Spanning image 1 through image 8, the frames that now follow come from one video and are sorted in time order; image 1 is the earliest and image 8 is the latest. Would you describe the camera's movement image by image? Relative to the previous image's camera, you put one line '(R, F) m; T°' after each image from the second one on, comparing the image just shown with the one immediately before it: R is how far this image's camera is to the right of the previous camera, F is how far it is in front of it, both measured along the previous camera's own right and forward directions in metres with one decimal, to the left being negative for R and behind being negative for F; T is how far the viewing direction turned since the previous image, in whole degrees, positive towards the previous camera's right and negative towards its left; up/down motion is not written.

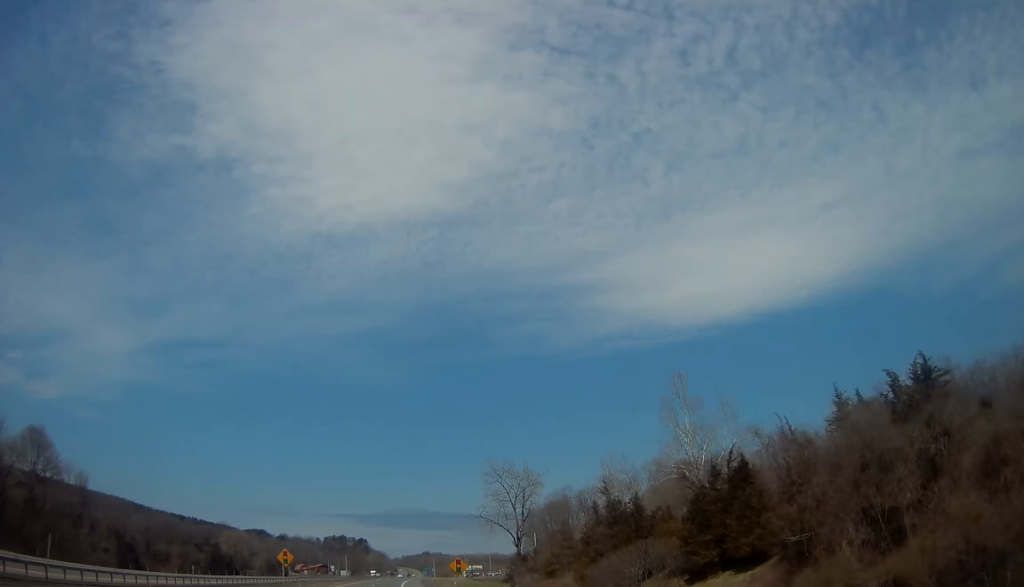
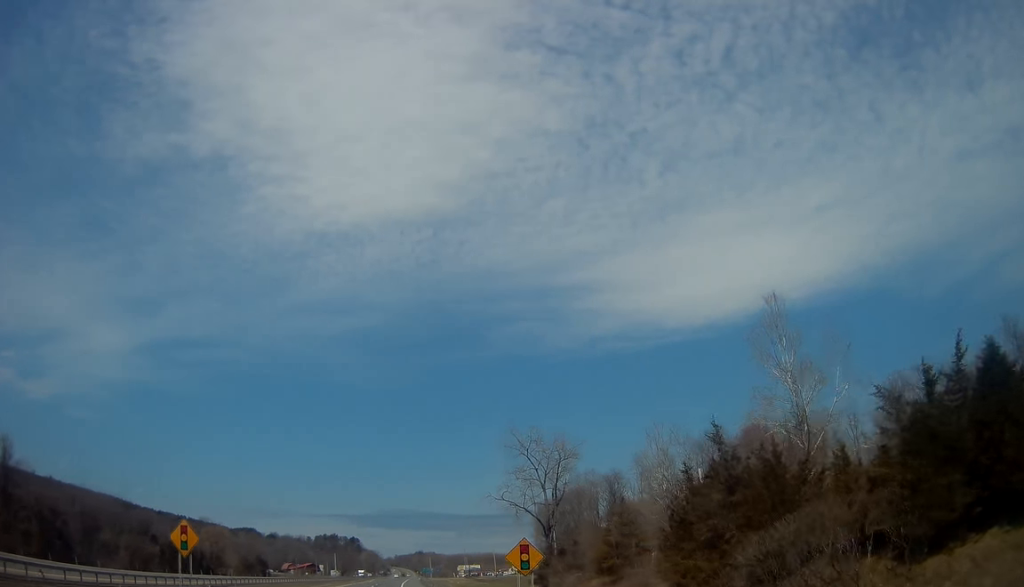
(+0.1, +26.5) m; +1°
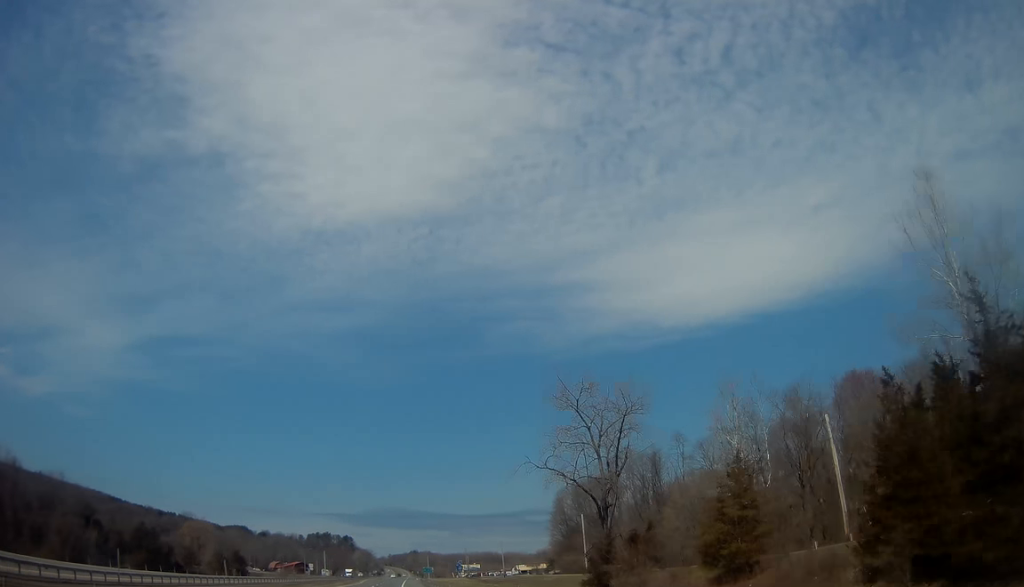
(+0.3, +25.6) m; 0°
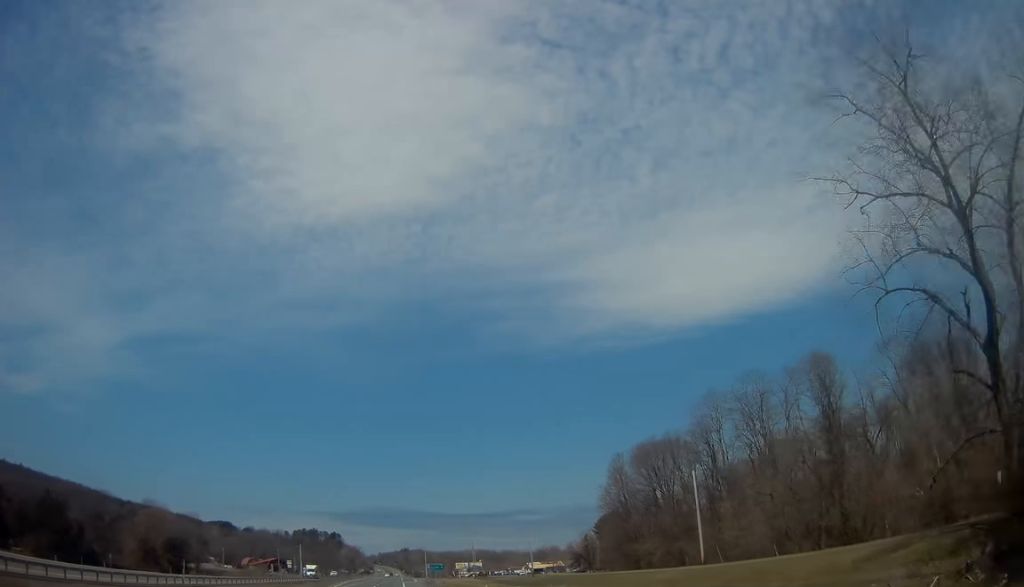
(0.0, +49.8) m; +1°
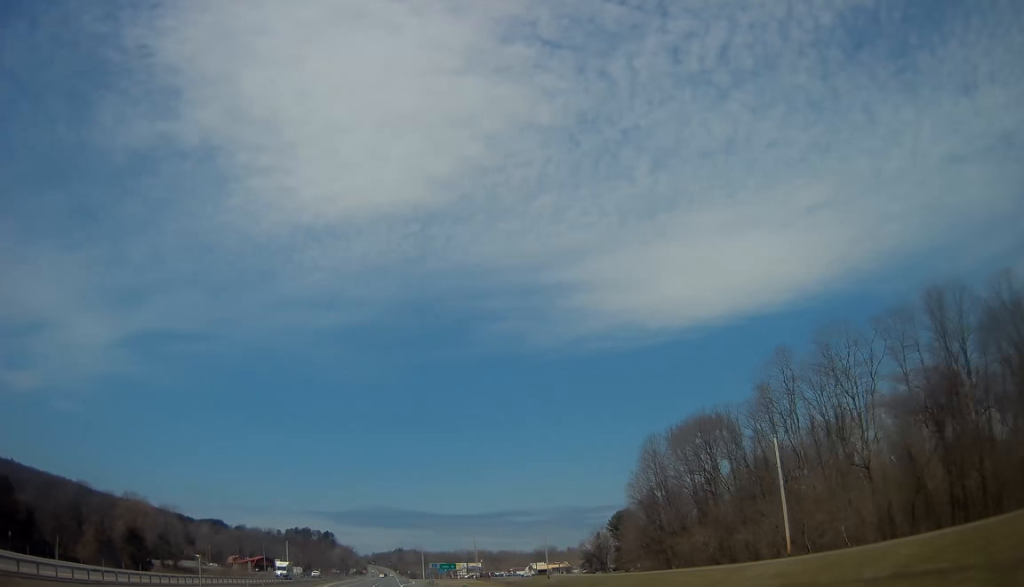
(+0.1, +18.9) m; +1°
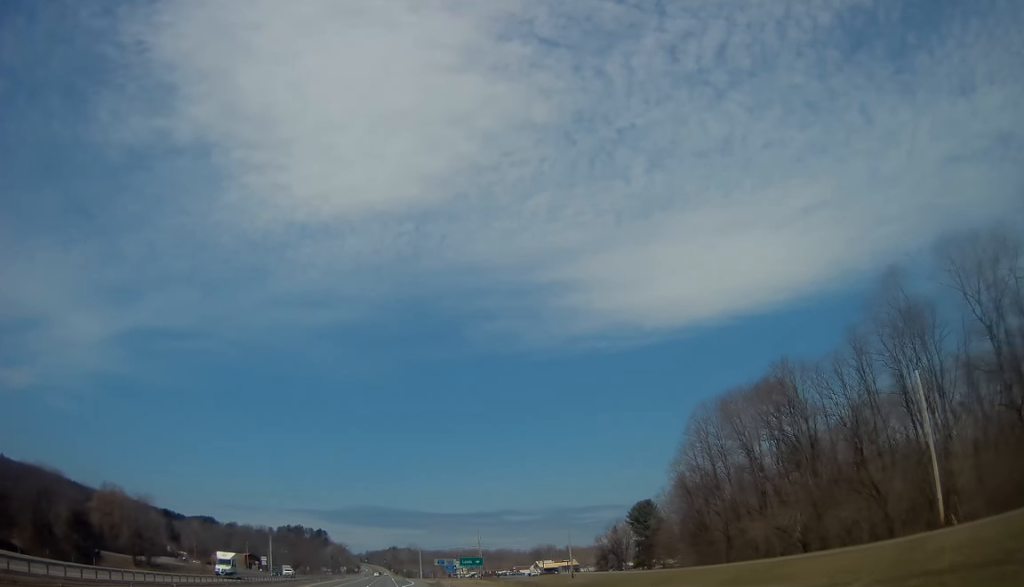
(+0.1, +20.6) m; 0°
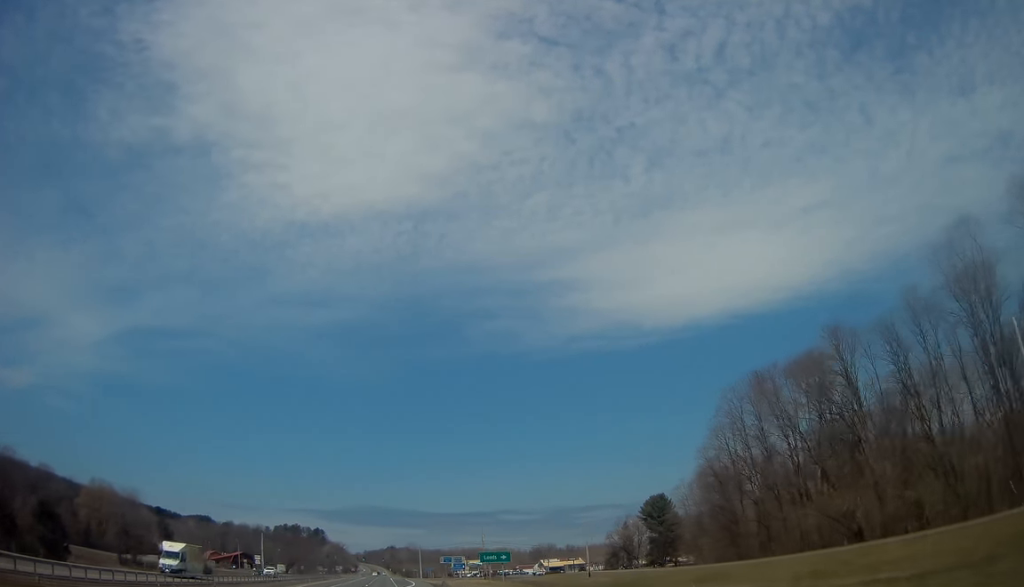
(0.0, +10.3) m; 0°
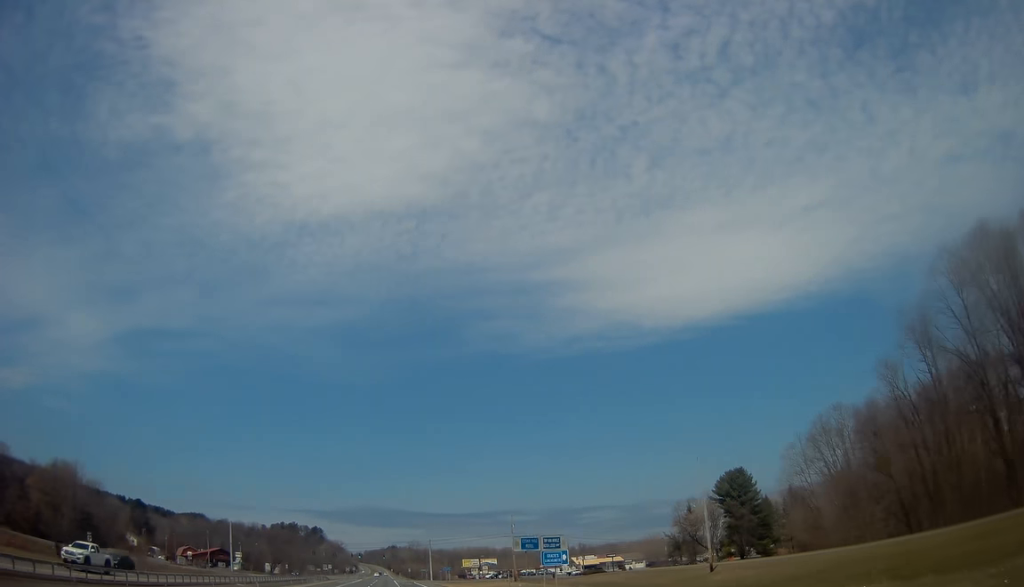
(-0.1, +38.6) m; 0°
